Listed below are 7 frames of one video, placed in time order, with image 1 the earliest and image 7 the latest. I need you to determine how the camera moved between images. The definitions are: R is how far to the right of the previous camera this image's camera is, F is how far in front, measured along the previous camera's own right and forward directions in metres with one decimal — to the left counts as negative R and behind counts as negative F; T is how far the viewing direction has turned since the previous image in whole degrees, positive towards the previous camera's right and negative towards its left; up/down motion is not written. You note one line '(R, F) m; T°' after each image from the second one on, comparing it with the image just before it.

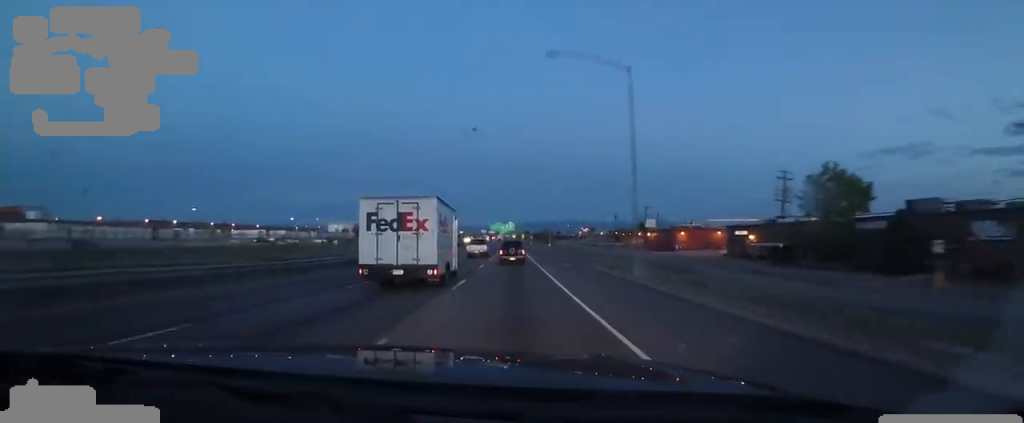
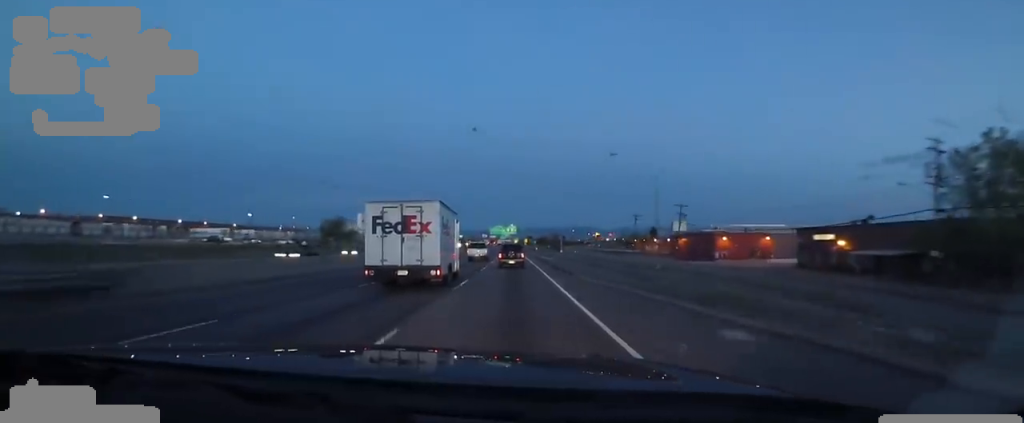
(0.0, +23.6) m; 0°
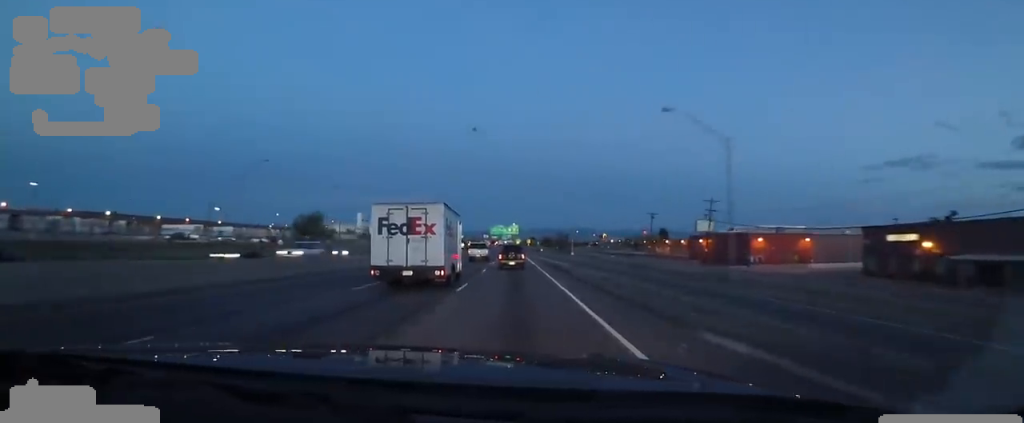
(0.0, +14.0) m; 0°
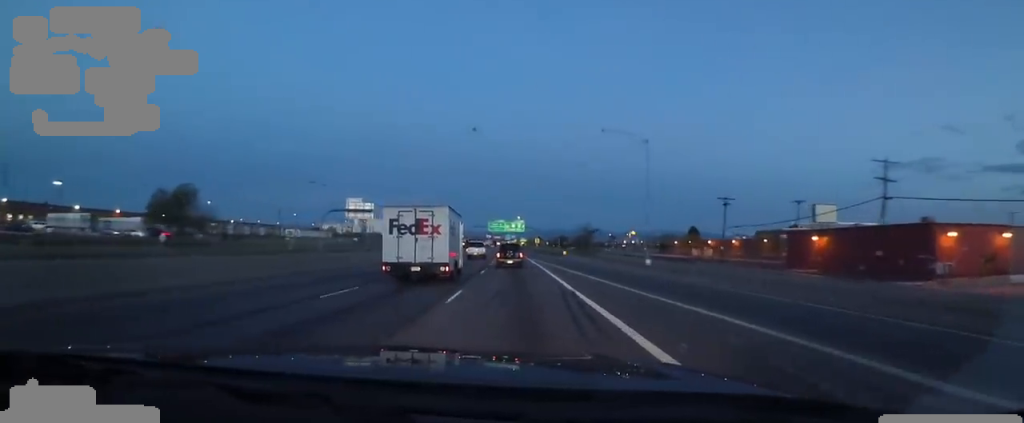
(-0.1, +41.2) m; -2°
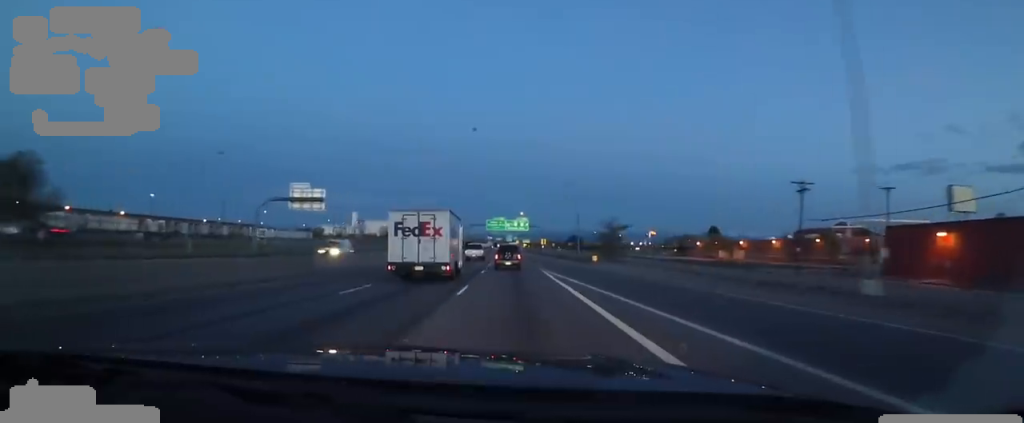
(-0.3, +21.6) m; -2°
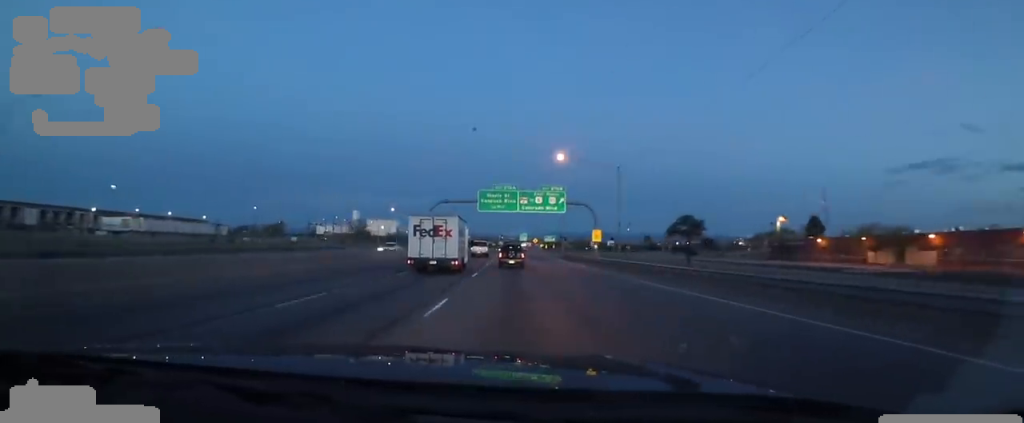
(+1.8, +65.4) m; +1°
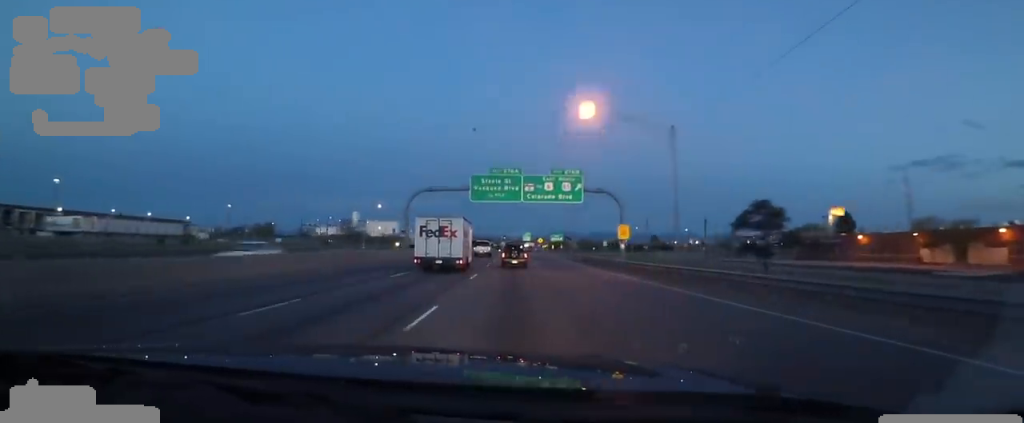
(-0.4, +13.8) m; -2°
